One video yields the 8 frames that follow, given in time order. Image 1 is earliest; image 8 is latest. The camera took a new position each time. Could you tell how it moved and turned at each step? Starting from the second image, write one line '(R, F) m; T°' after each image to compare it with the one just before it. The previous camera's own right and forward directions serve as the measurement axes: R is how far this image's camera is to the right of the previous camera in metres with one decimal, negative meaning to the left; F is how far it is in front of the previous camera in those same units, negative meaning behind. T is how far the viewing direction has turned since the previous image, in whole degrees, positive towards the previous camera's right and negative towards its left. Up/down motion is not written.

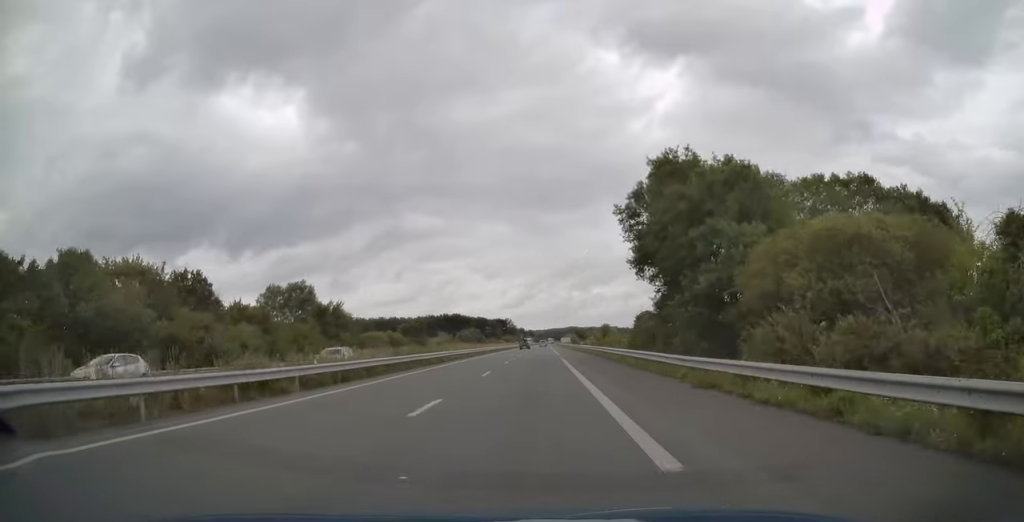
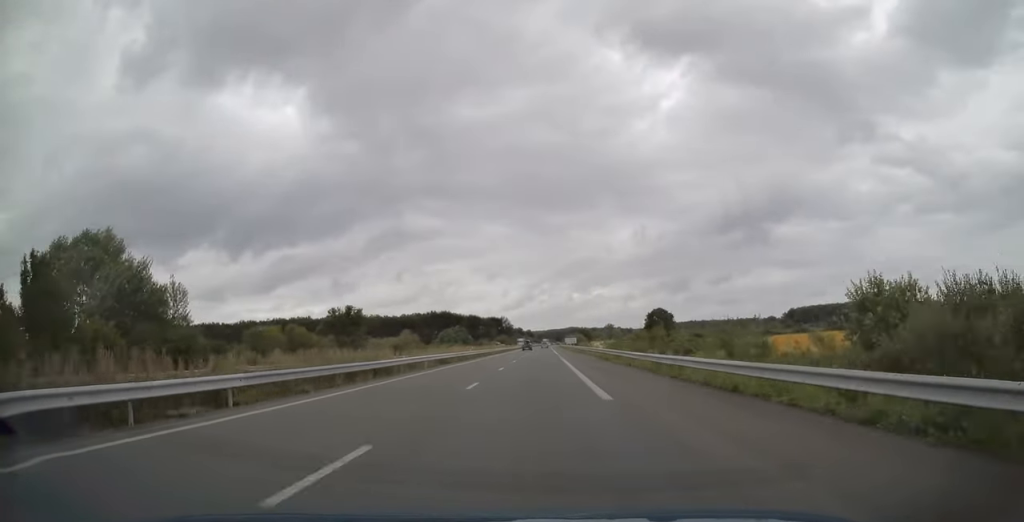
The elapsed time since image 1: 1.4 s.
(0.0, +44.8) m; 0°
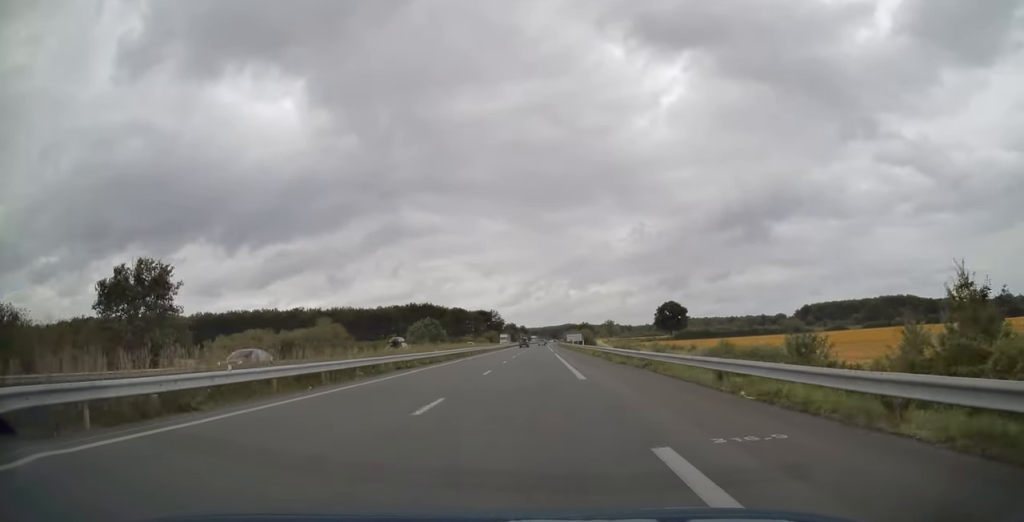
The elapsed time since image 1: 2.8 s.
(0.0, +45.3) m; 0°
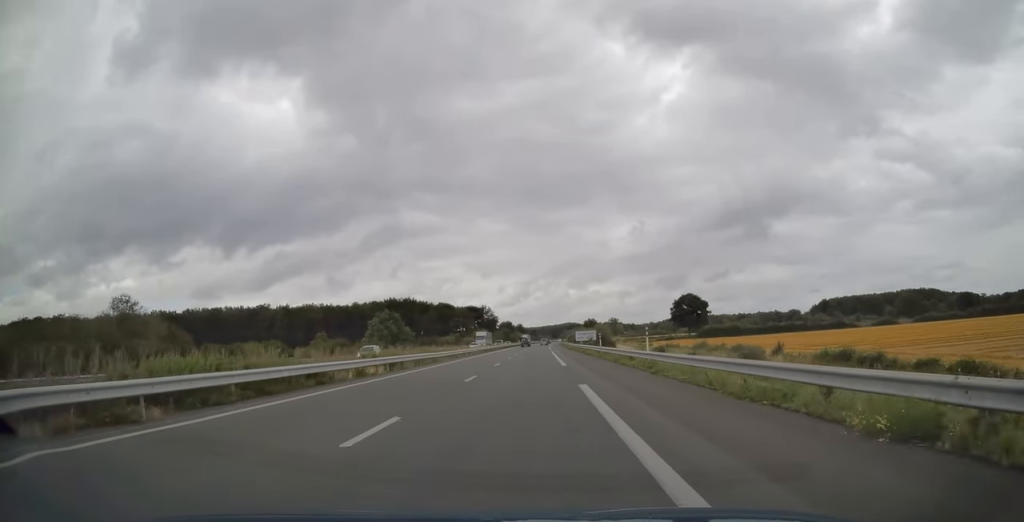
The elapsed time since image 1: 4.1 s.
(+0.2, +42.1) m; 0°
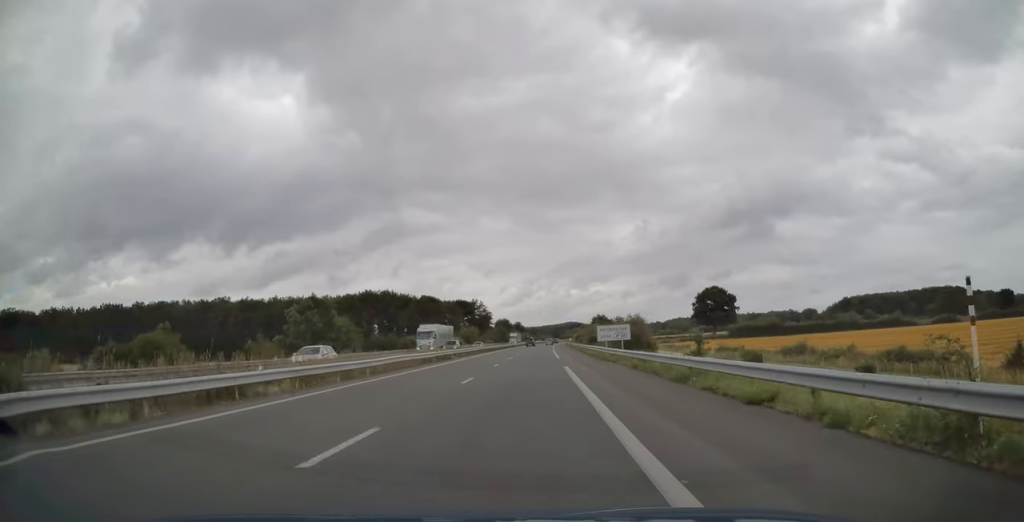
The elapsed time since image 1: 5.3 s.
(0.0, +40.0) m; 0°
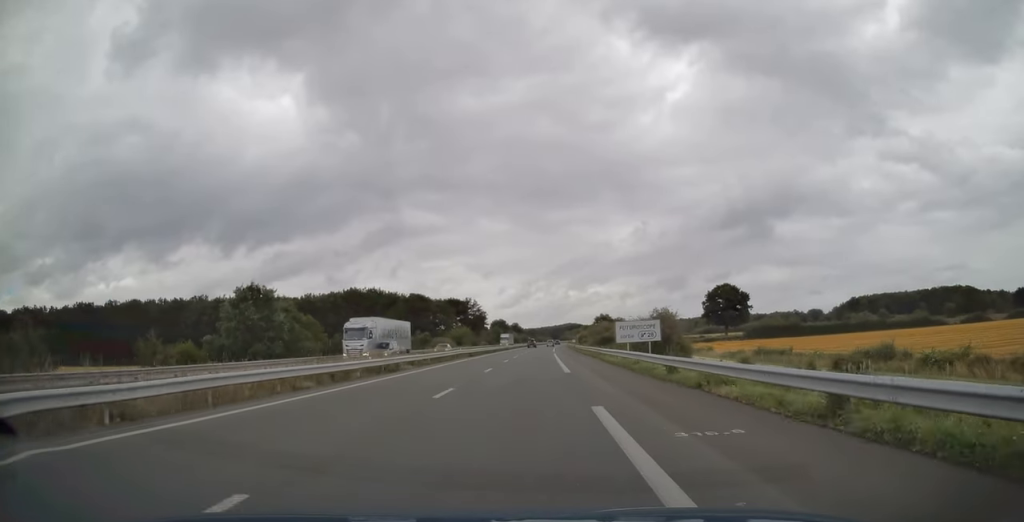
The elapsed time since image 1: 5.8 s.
(0.0, +17.2) m; 0°
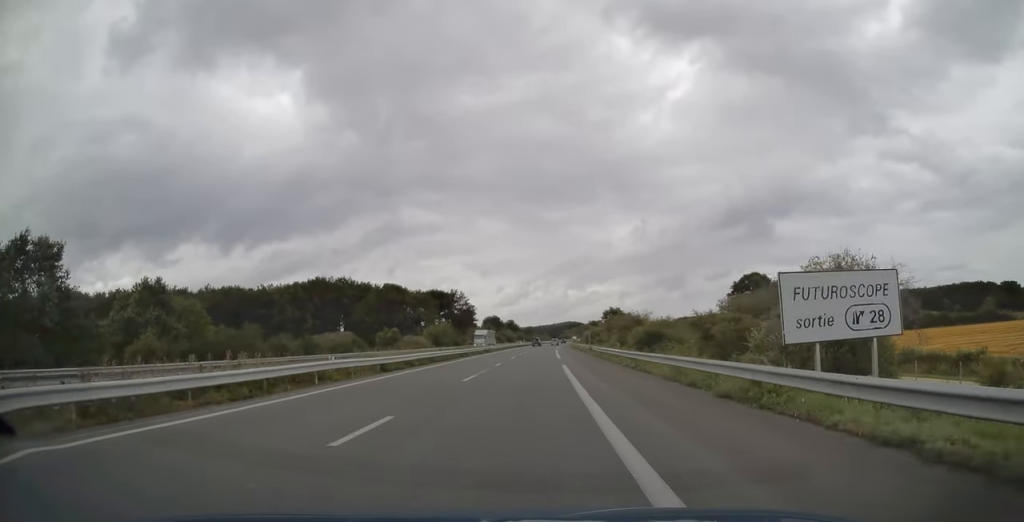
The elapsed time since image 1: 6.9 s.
(+0.1, +32.8) m; 0°
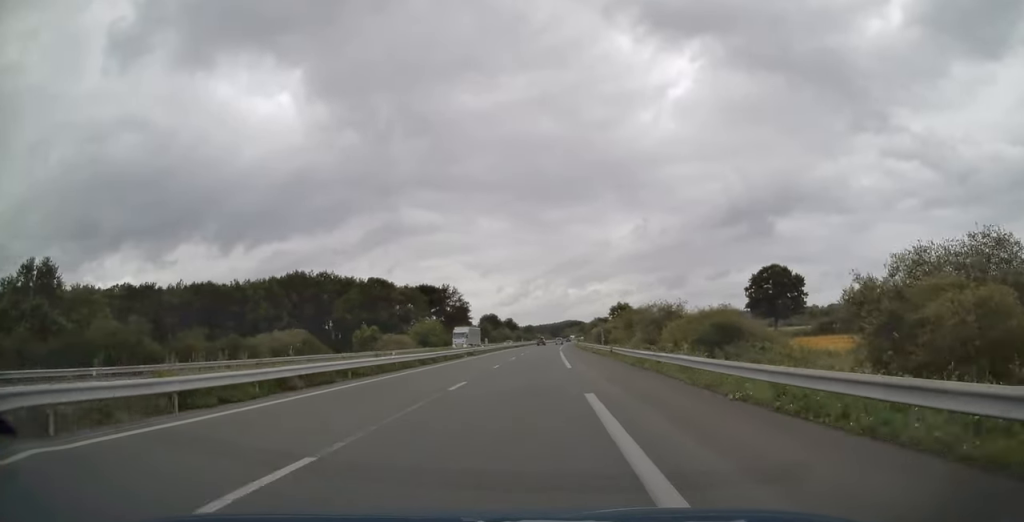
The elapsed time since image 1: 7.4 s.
(0.0, +16.7) m; 0°
